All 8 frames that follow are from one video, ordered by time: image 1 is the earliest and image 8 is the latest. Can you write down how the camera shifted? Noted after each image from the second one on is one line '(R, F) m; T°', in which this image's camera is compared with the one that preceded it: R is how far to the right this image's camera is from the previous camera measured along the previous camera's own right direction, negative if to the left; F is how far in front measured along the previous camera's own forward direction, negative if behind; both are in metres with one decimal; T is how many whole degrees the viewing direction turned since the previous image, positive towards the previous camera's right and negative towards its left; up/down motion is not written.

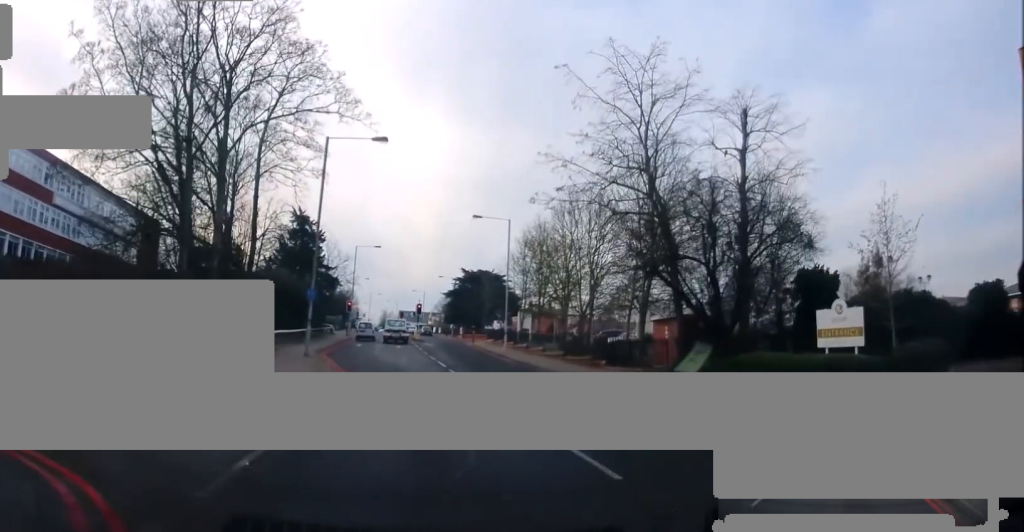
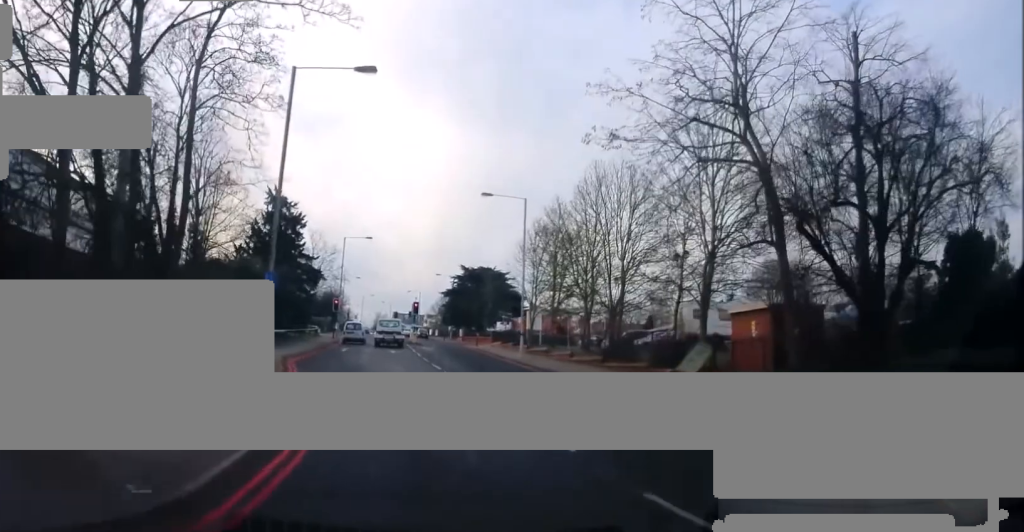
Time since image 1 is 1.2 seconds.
(+0.4, +8.6) m; +5°
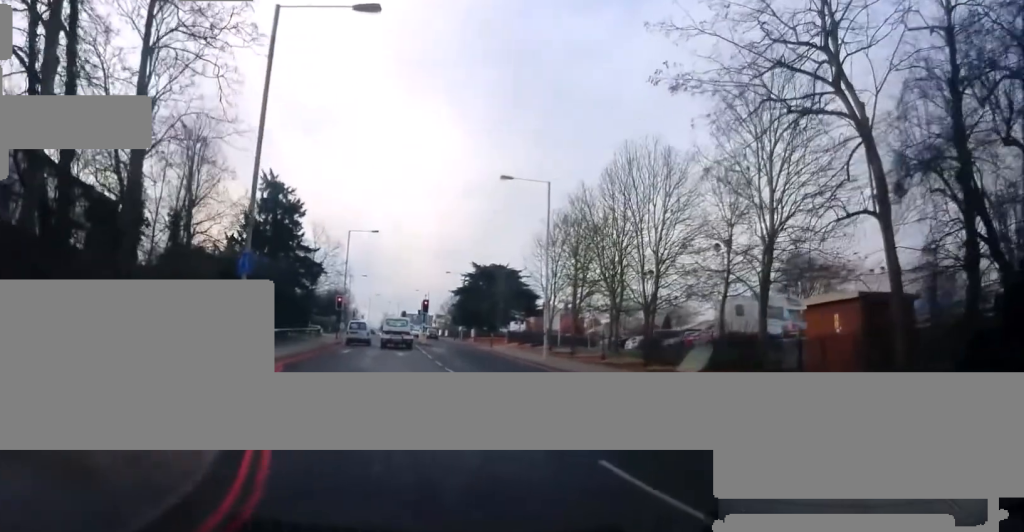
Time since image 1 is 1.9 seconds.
(+0.1, +4.5) m; -2°
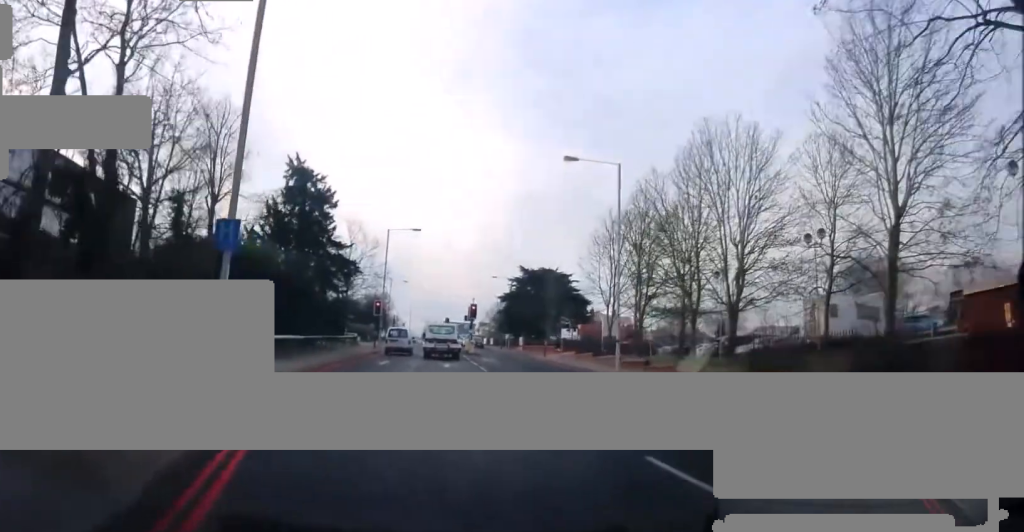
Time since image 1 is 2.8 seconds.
(-0.2, +5.0) m; -5°
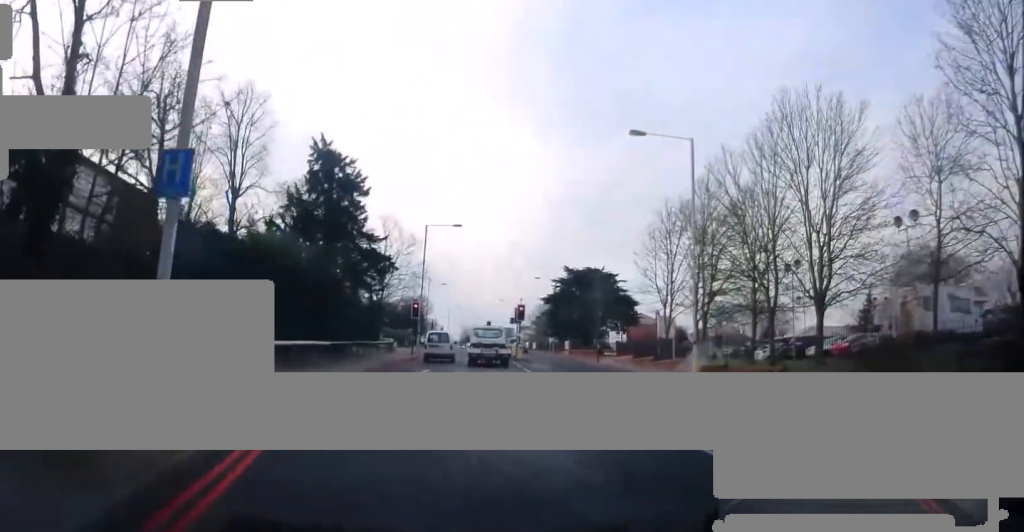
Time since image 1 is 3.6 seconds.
(-0.3, +4.1) m; -4°
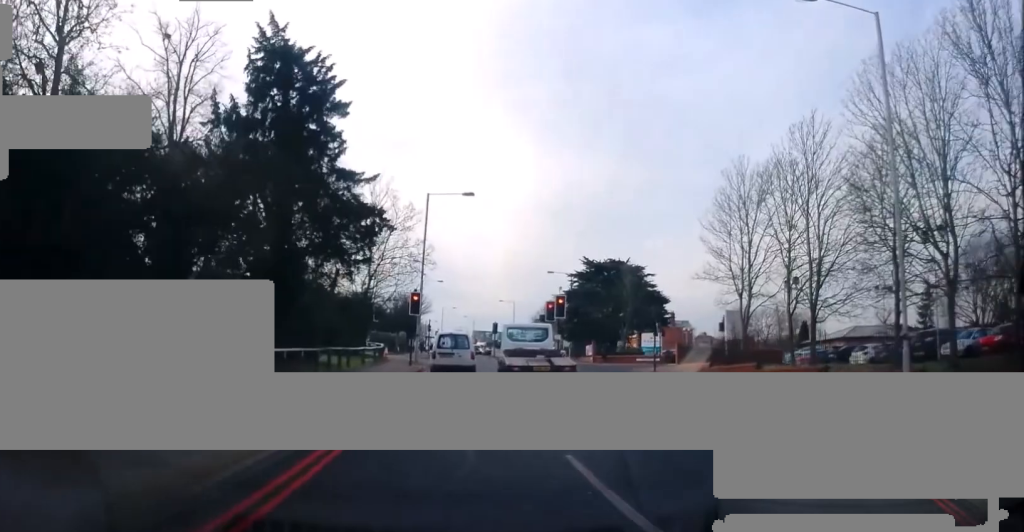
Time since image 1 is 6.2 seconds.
(-1.2, +12.3) m; -11°
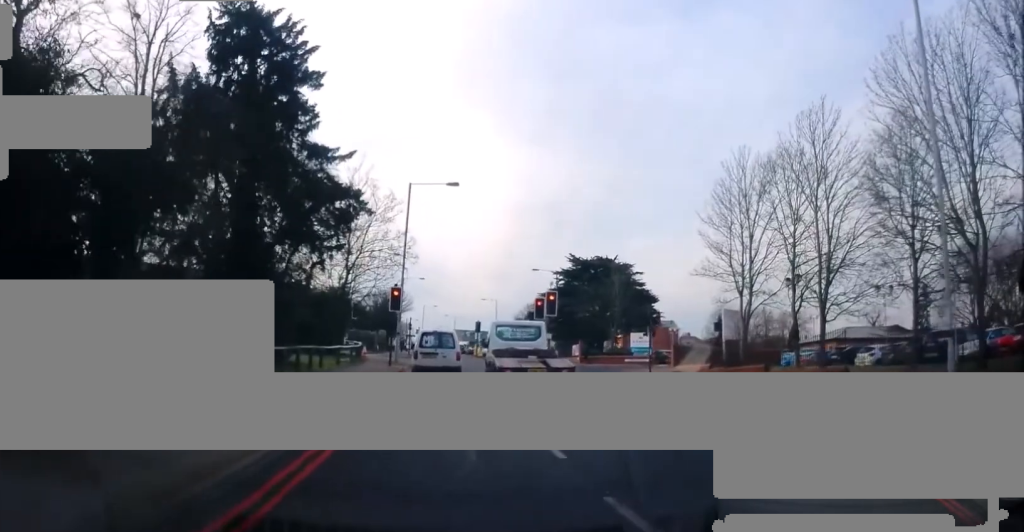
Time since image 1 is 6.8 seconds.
(0.0, +2.2) m; +3°
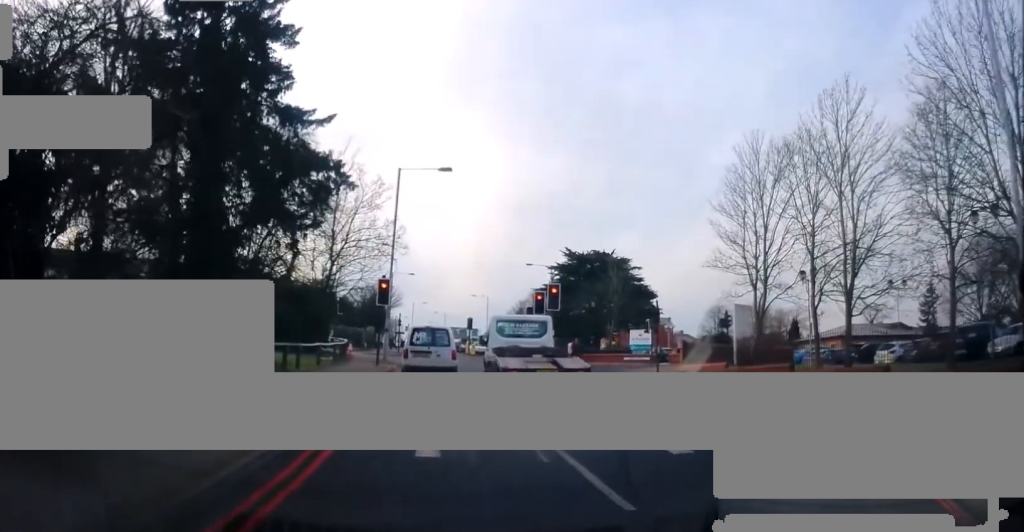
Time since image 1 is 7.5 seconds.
(0.0, +2.7) m; +5°
